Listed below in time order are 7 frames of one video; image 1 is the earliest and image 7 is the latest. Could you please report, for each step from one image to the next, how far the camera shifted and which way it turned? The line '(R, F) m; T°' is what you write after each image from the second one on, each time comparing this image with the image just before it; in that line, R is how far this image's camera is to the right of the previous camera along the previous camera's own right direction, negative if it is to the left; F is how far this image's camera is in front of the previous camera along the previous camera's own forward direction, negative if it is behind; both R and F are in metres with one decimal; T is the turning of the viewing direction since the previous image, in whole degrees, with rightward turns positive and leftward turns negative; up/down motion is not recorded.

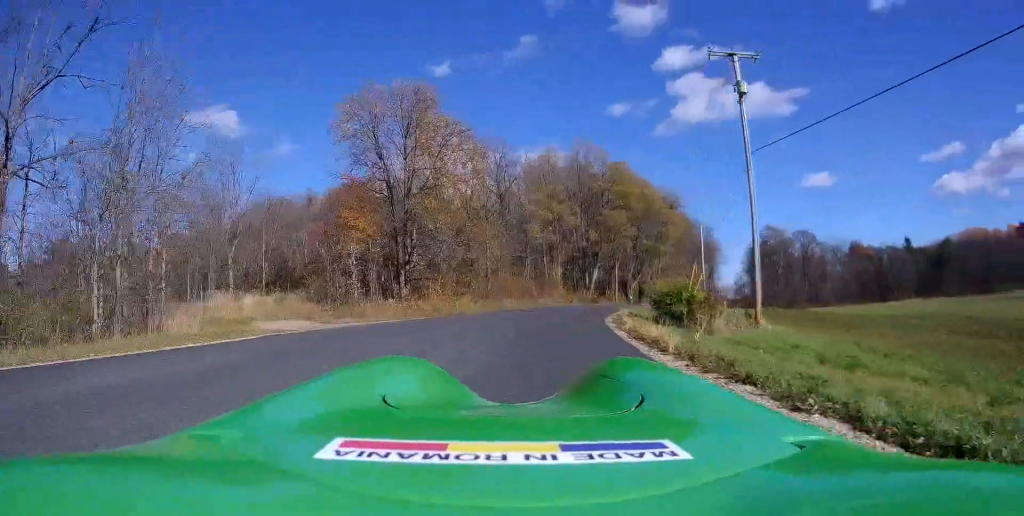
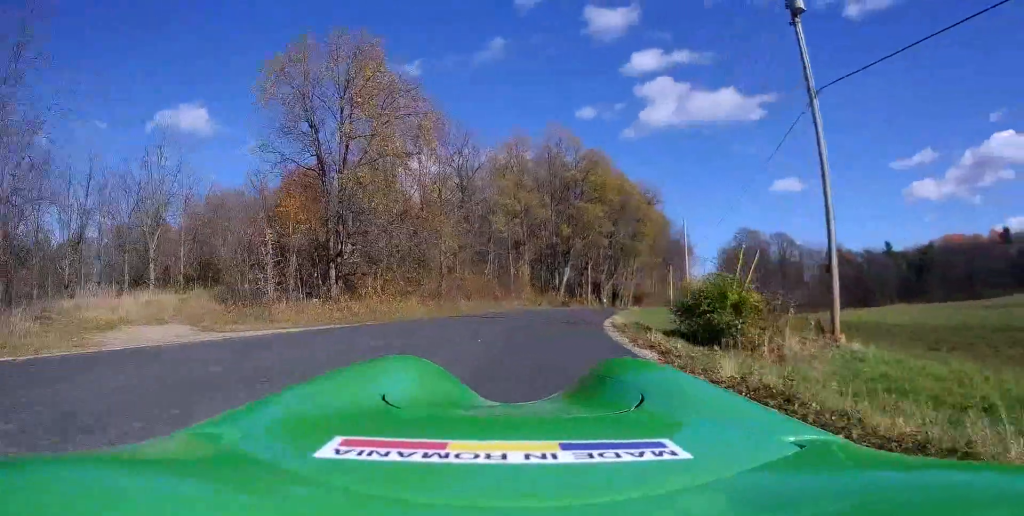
(+0.3, +8.1) m; +2°
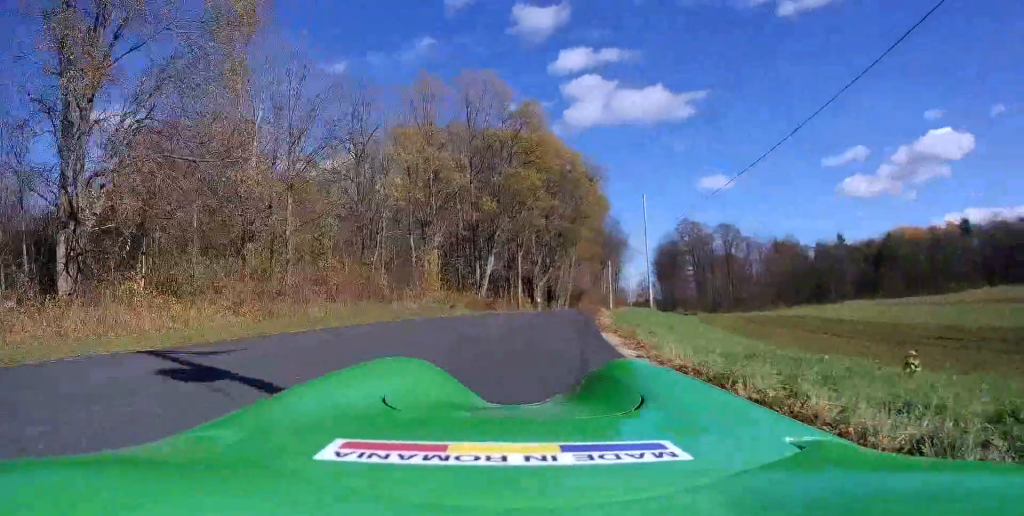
(+0.3, +16.9) m; +5°
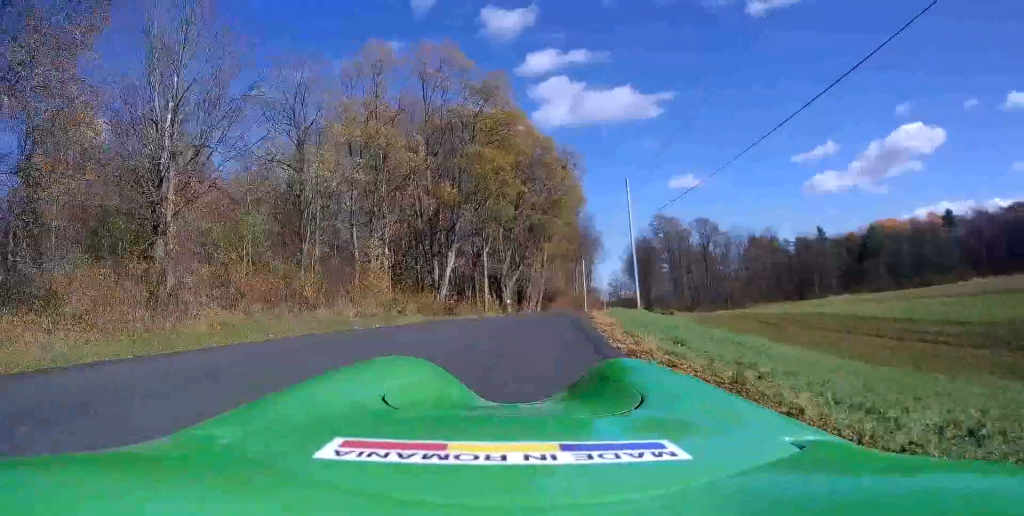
(+0.5, +7.2) m; +4°
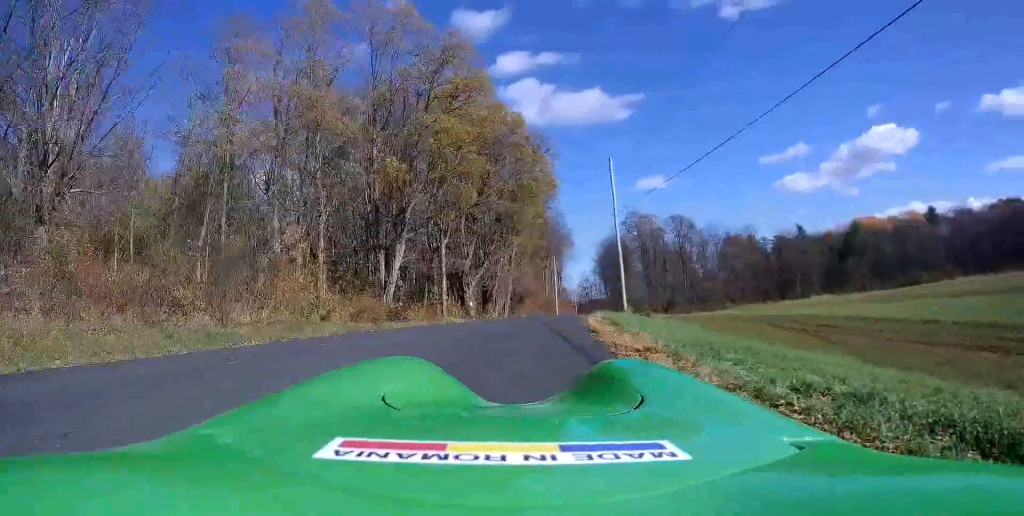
(+0.1, +7.0) m; +2°
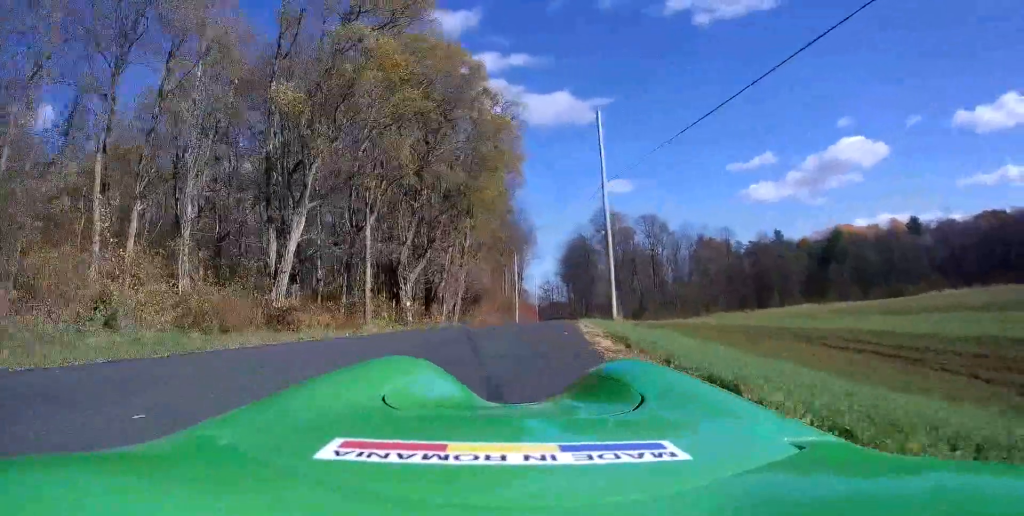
(+0.3, +11.1) m; +6°
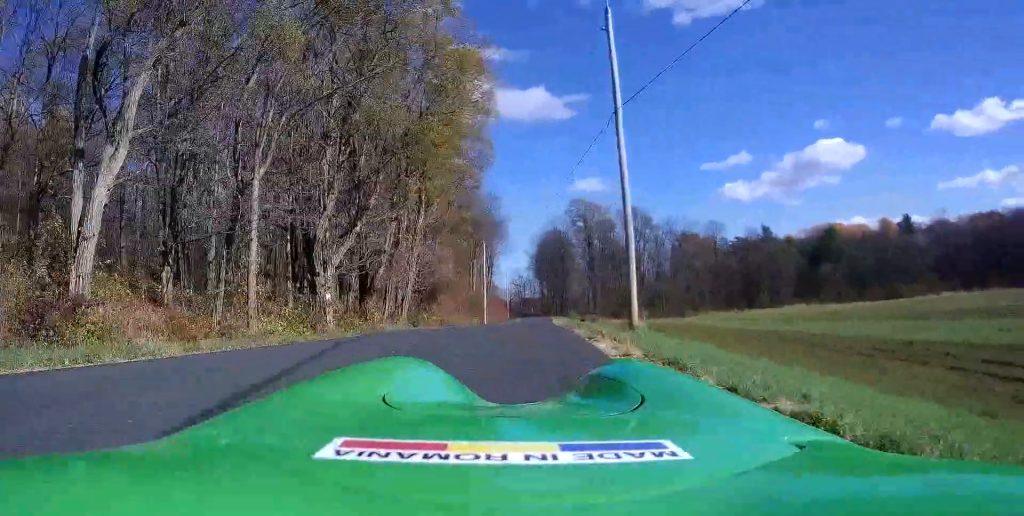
(+0.9, +13.6) m; +4°
